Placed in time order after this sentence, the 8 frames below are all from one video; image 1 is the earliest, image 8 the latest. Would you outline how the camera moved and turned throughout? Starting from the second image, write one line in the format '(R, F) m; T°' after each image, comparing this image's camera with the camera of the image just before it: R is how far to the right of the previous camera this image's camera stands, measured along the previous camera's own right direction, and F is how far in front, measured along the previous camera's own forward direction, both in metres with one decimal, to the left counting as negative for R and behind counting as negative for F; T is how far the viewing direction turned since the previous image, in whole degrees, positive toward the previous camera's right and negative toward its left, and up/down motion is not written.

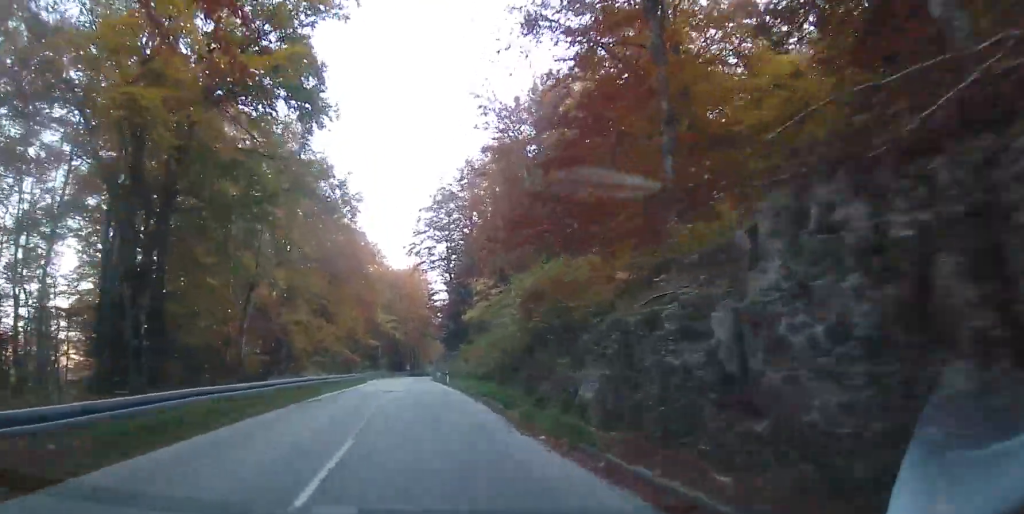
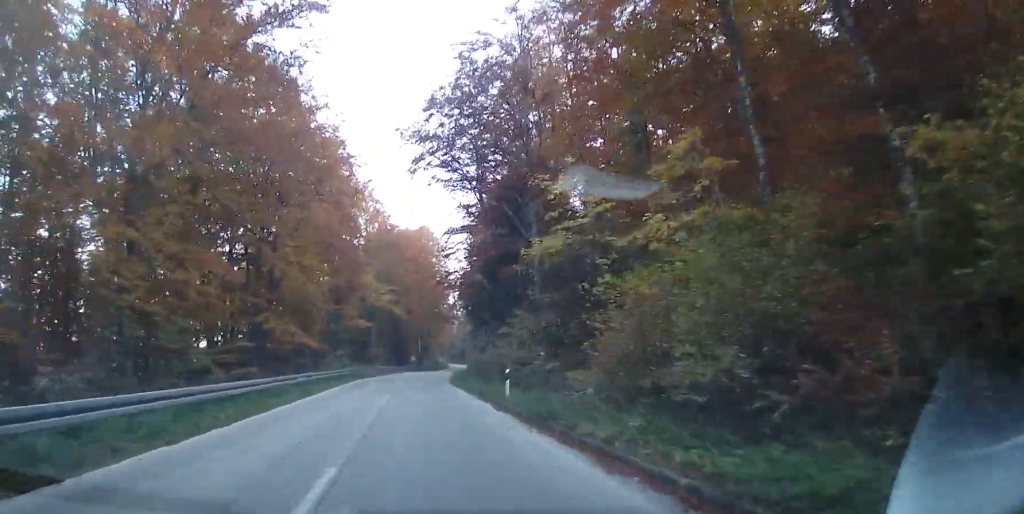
(0.0, +29.6) m; 0°
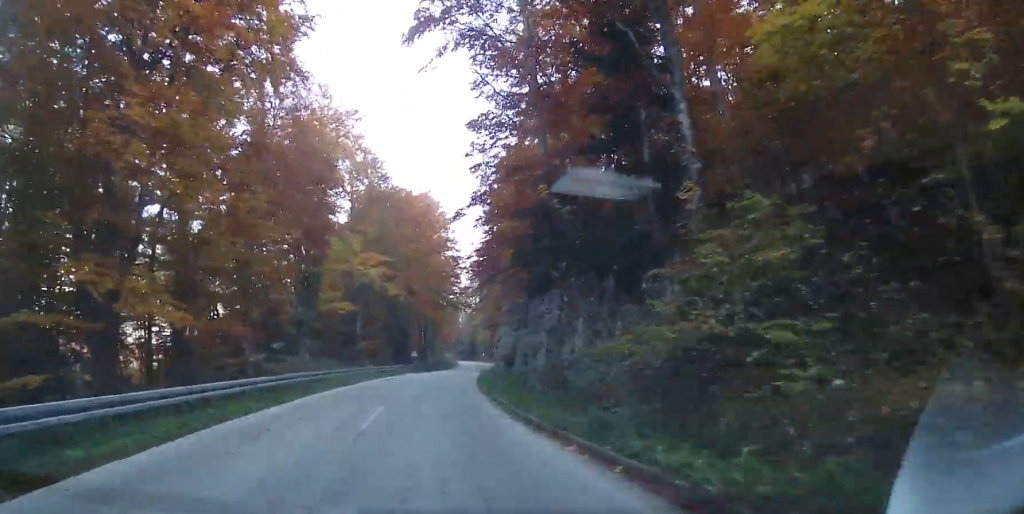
(-0.1, +20.3) m; -2°
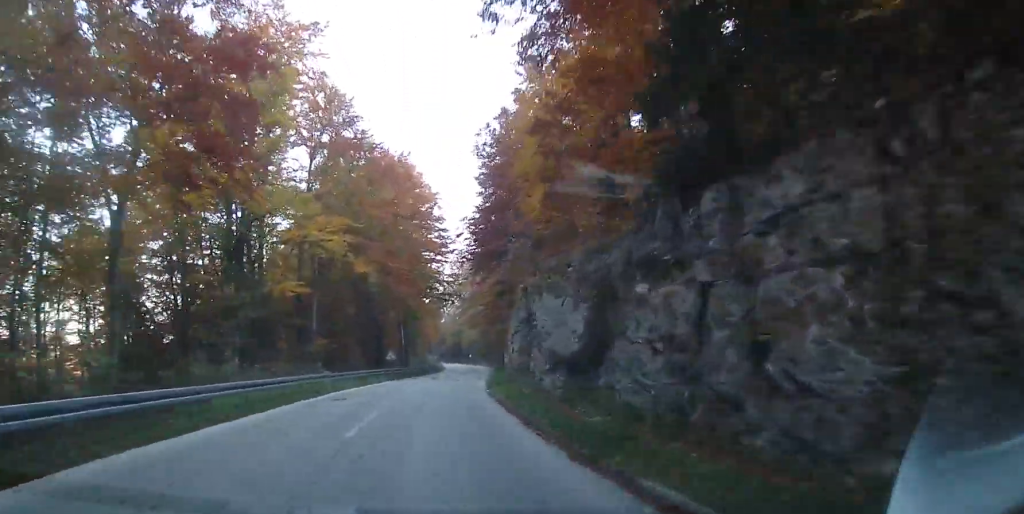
(-0.4, +14.5) m; 0°
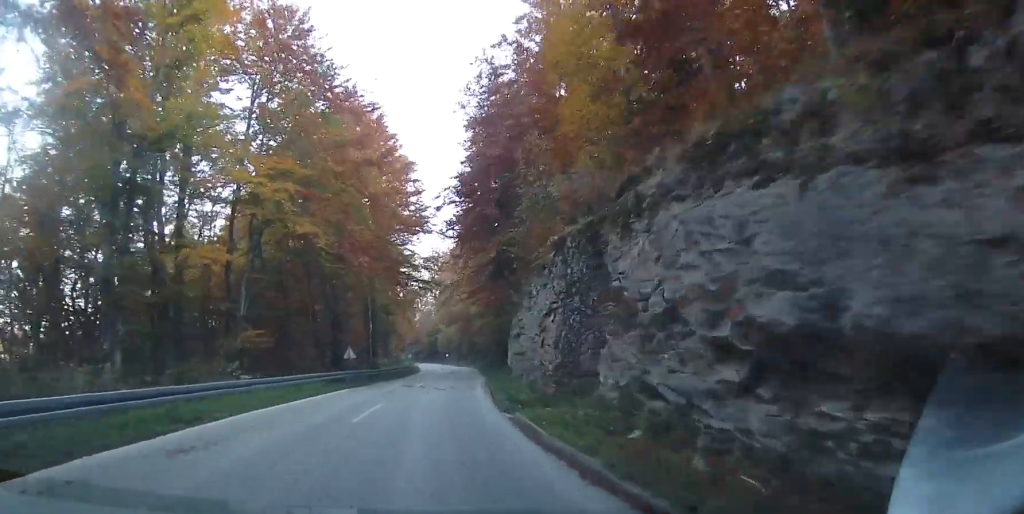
(+0.2, +11.4) m; +2°
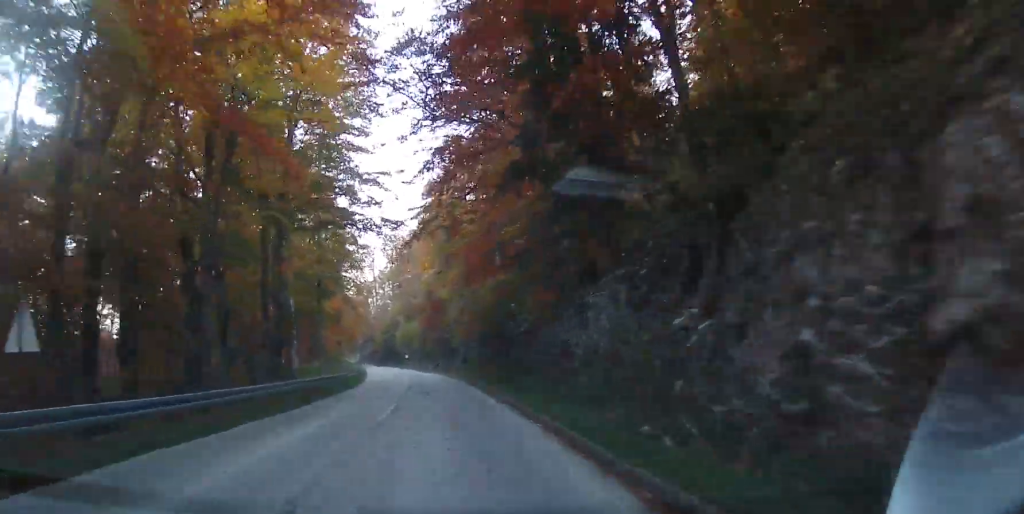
(+0.7, +25.9) m; +3°
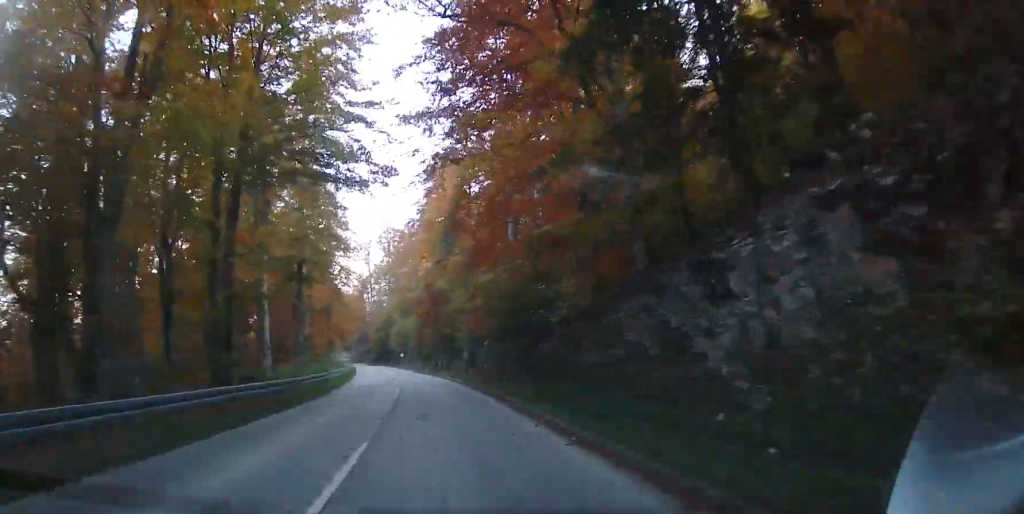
(+0.1, +8.3) m; +1°
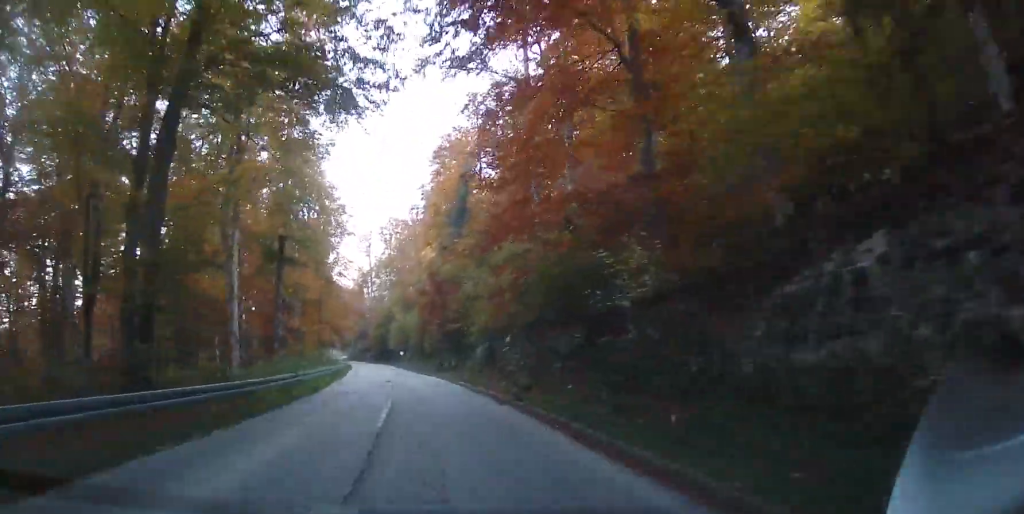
(0.0, +7.7) m; +1°
